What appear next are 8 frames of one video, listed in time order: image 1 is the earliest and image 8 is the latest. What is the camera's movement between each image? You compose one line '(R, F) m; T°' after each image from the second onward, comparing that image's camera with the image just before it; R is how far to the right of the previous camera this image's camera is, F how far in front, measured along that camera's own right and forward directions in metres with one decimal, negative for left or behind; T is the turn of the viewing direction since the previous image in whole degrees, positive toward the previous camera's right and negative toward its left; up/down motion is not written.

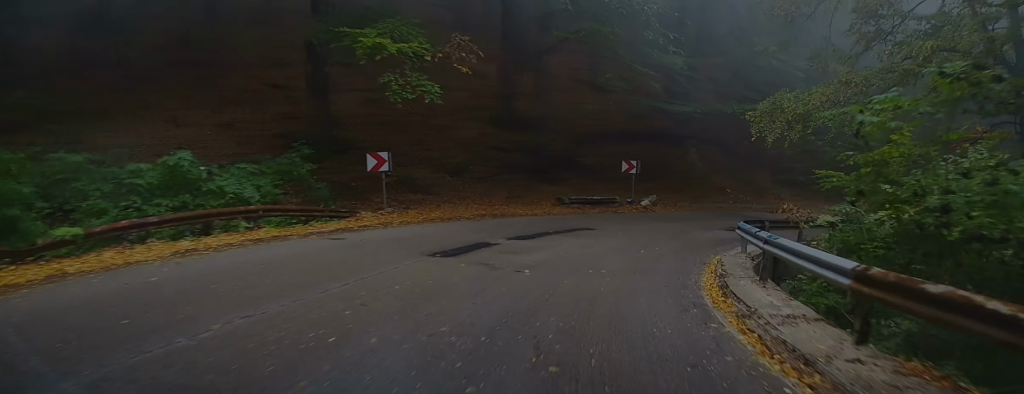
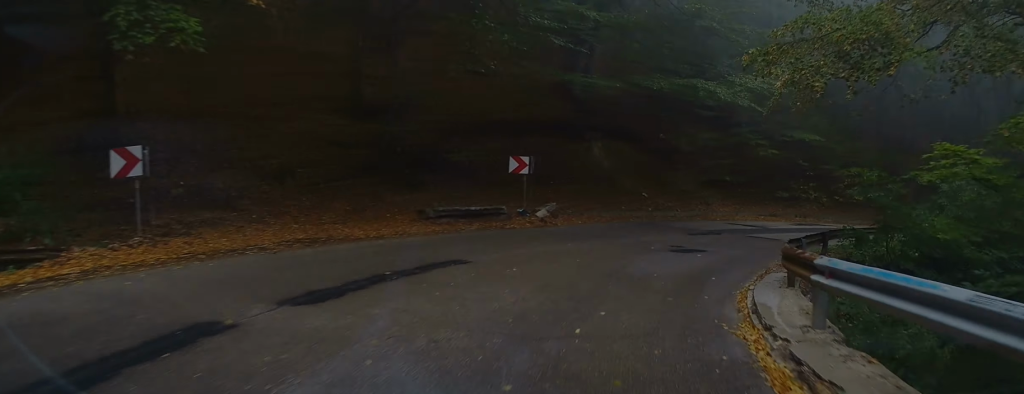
(+0.4, +9.0) m; +8°
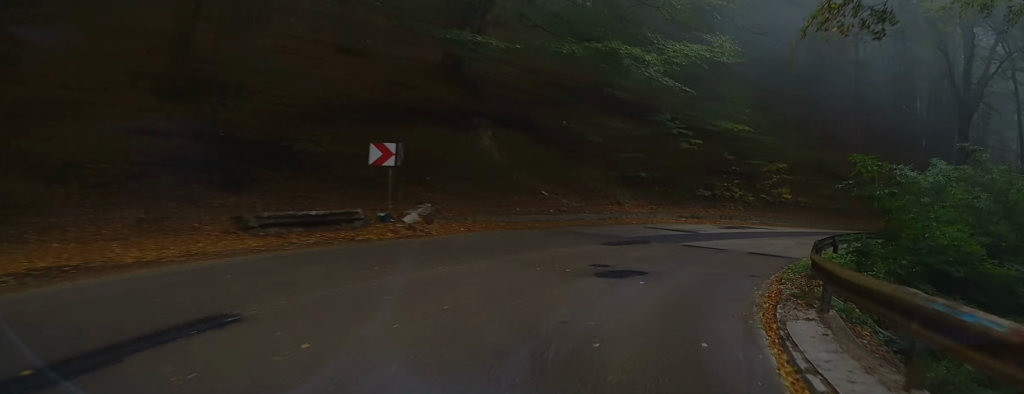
(+0.3, +6.1) m; +7°
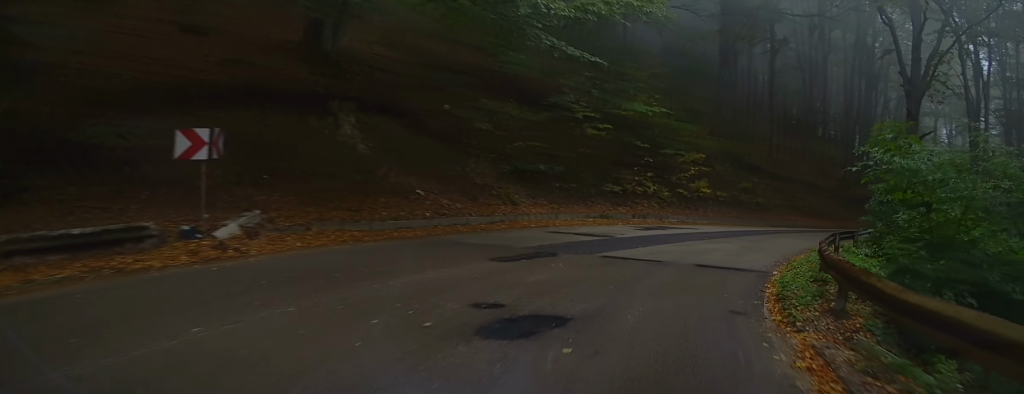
(+0.4, +5.1) m; +6°
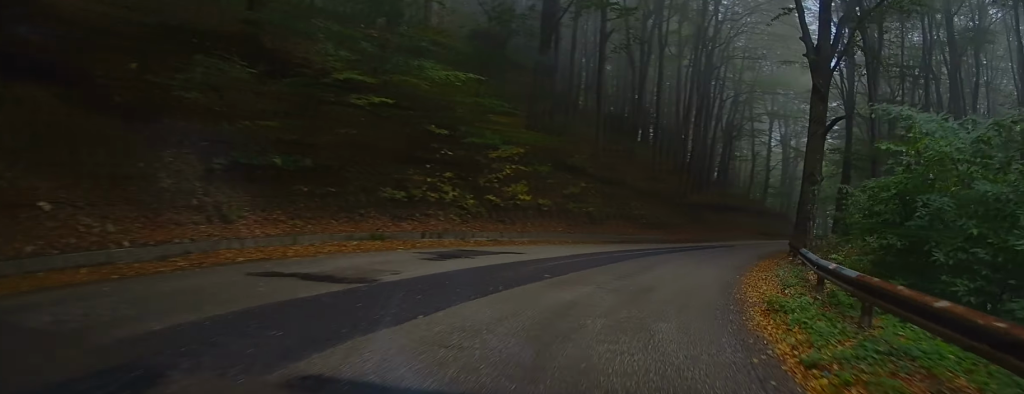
(+0.8, +9.0) m; +11°
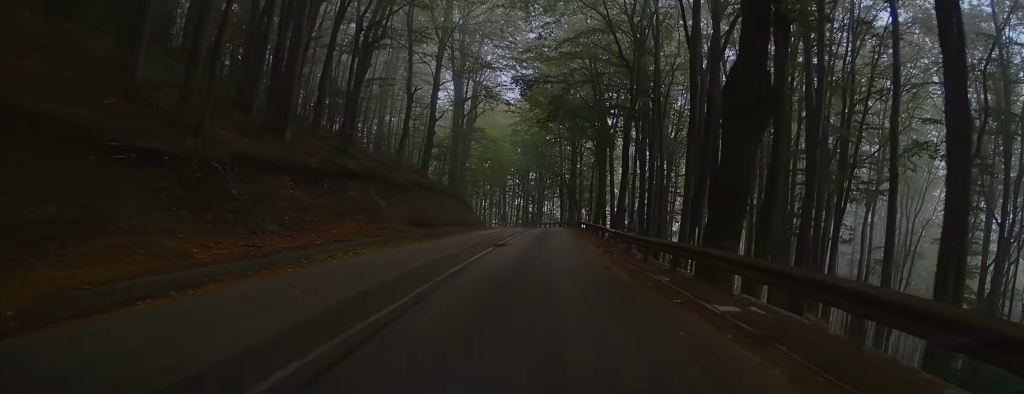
(+5.3, +27.7) m; +25°
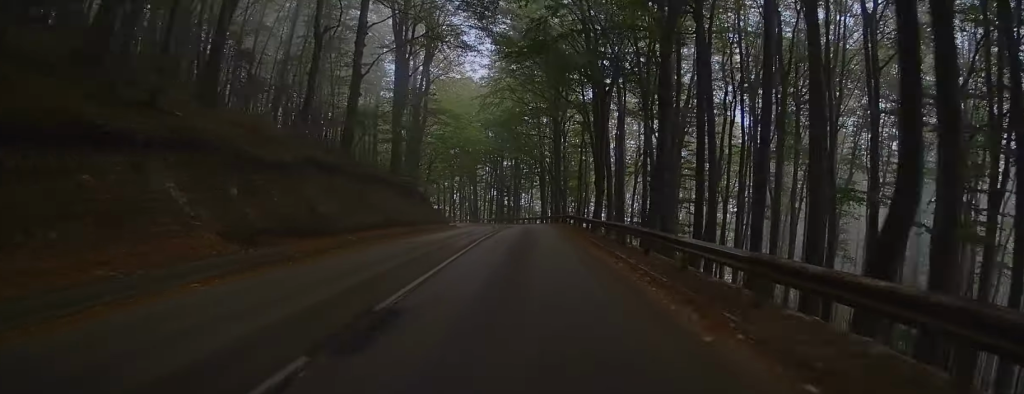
(+1.8, +12.8) m; +10°
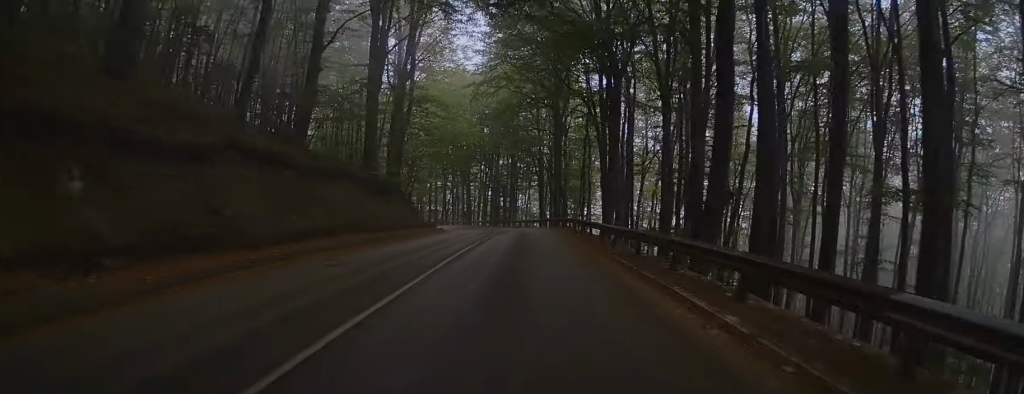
(+0.1, +5.5) m; +1°
